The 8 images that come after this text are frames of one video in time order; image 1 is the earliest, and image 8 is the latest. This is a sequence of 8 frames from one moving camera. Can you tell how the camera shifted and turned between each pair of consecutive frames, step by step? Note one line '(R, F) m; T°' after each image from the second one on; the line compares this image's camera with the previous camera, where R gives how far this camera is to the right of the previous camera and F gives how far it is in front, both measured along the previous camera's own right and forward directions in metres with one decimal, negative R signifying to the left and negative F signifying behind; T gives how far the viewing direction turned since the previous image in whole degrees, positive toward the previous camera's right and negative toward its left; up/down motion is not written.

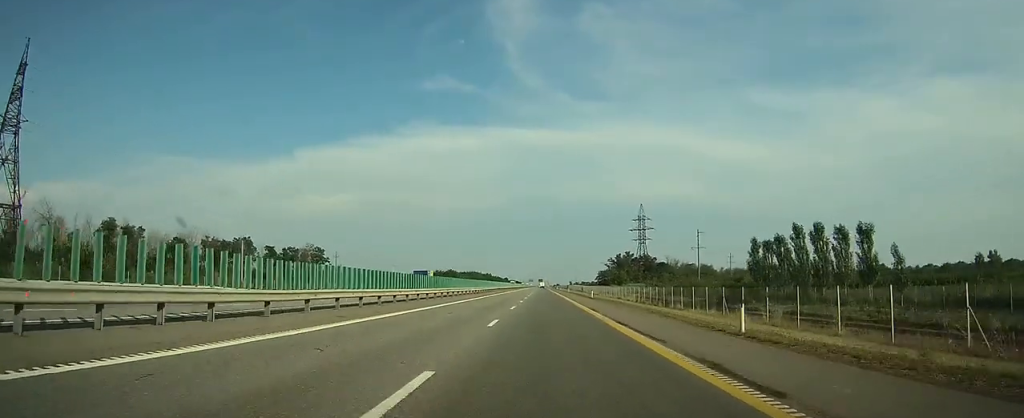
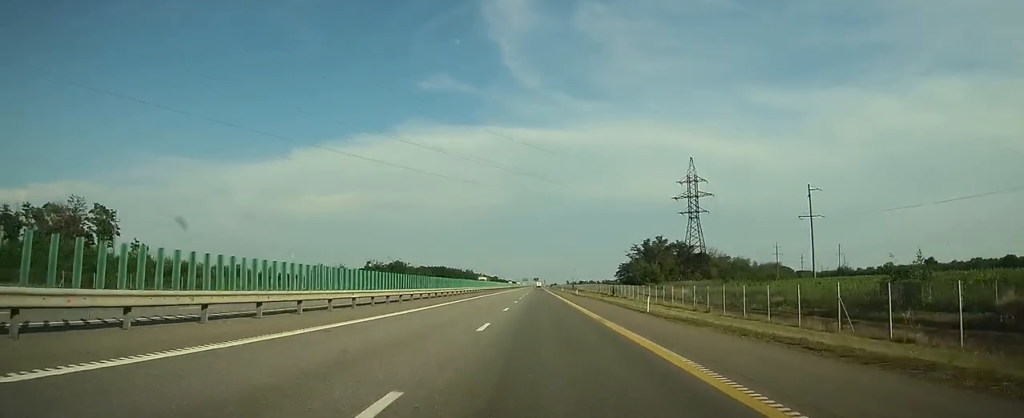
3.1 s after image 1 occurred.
(+0.4, +86.6) m; 0°
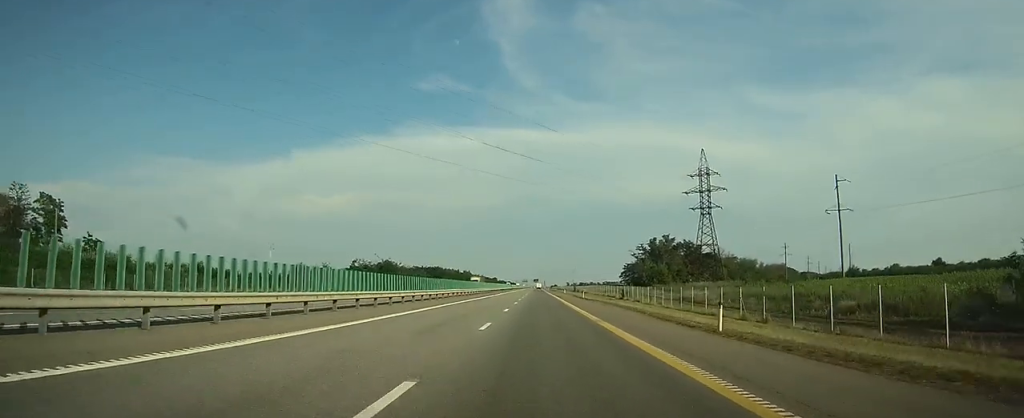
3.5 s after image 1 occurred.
(0.0, +11.3) m; 0°
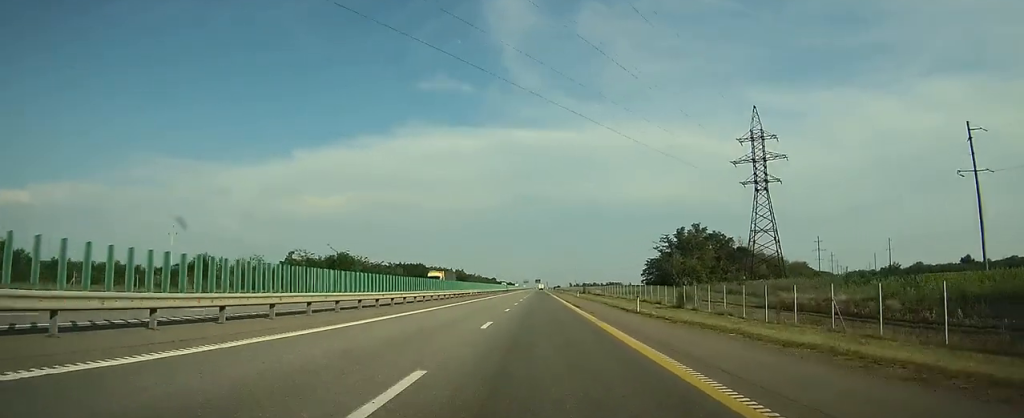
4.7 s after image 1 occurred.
(0.0, +35.6) m; 0°
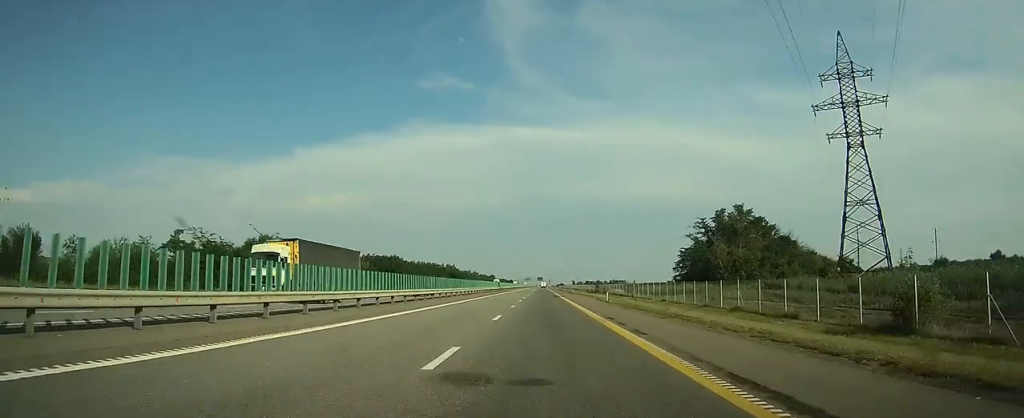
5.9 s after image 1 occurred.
(-0.1, +33.6) m; 0°
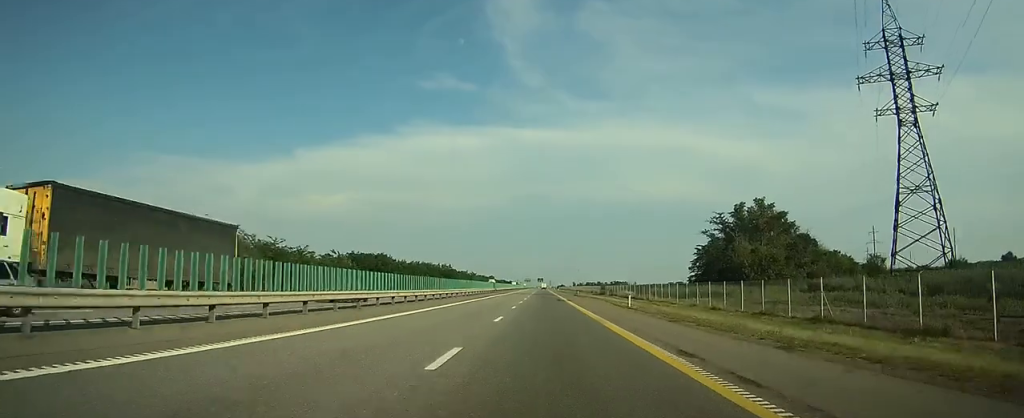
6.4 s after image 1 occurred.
(0.0, +12.1) m; 0°
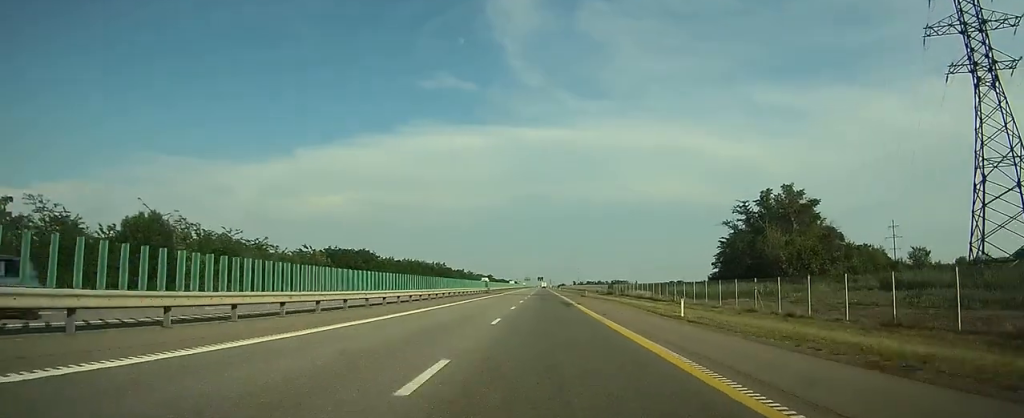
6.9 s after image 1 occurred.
(0.0, +14.0) m; 0°
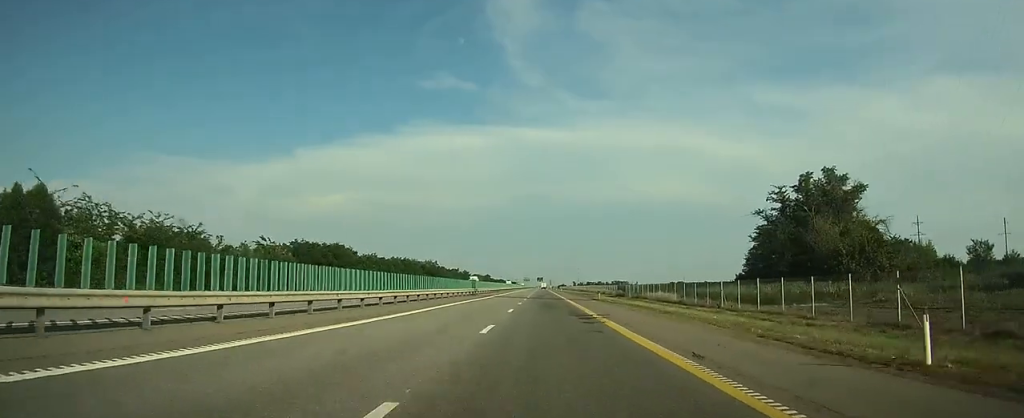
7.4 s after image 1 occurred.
(0.0, +15.8) m; 0°
